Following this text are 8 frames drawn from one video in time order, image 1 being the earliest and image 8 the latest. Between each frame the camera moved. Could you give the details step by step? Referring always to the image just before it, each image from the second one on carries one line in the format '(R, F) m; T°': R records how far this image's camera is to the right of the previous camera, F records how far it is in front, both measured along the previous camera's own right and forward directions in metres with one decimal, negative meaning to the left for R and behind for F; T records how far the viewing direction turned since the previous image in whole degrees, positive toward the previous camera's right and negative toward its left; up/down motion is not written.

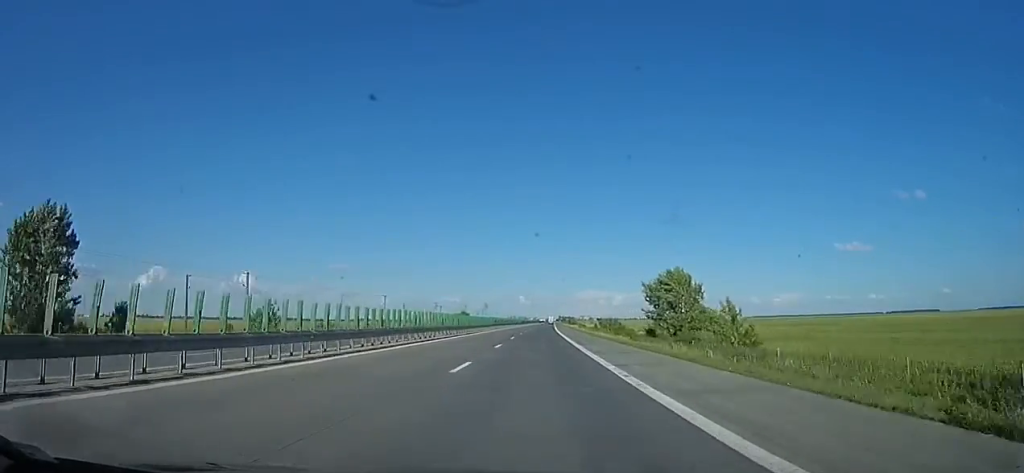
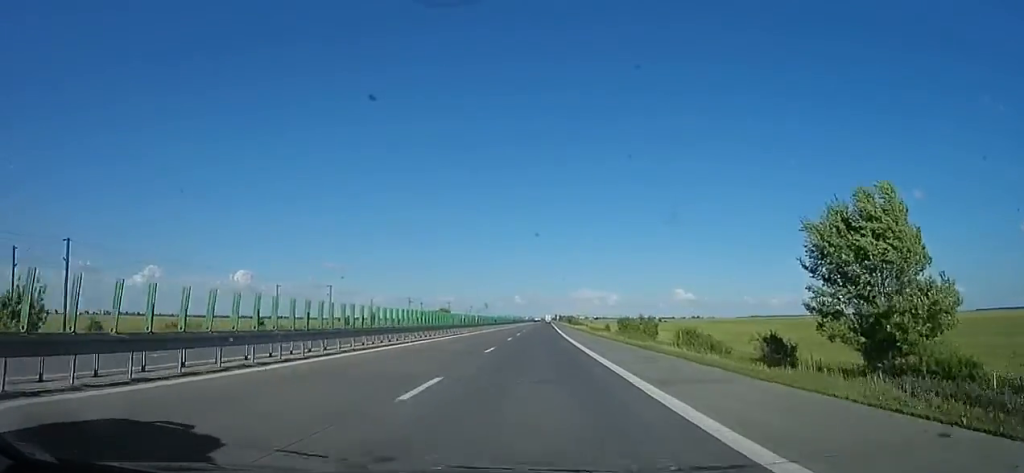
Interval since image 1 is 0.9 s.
(+1.2, +28.6) m; +2°
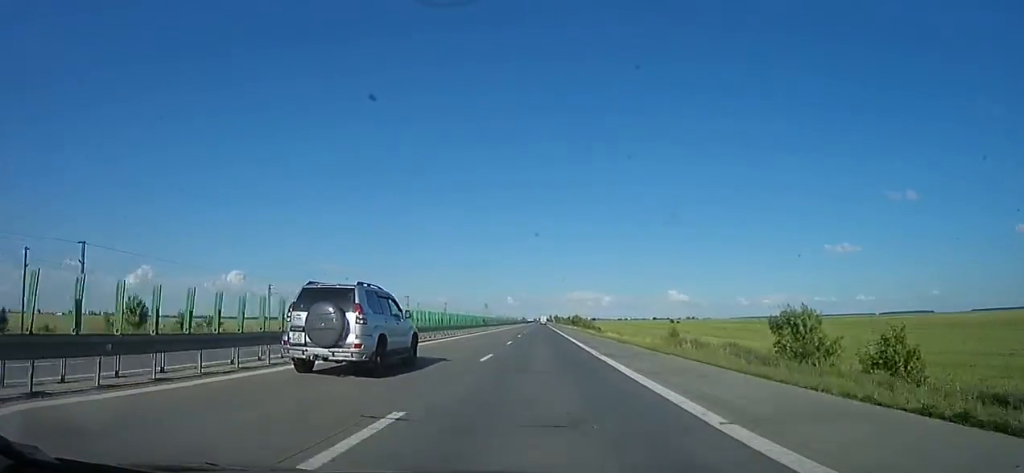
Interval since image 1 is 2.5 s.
(+0.1, +51.8) m; 0°
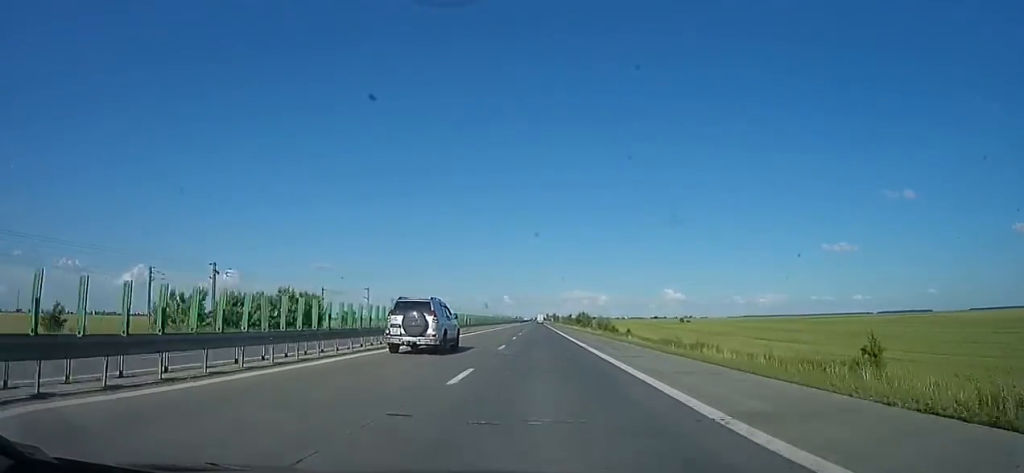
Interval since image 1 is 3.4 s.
(0.0, +29.8) m; +1°
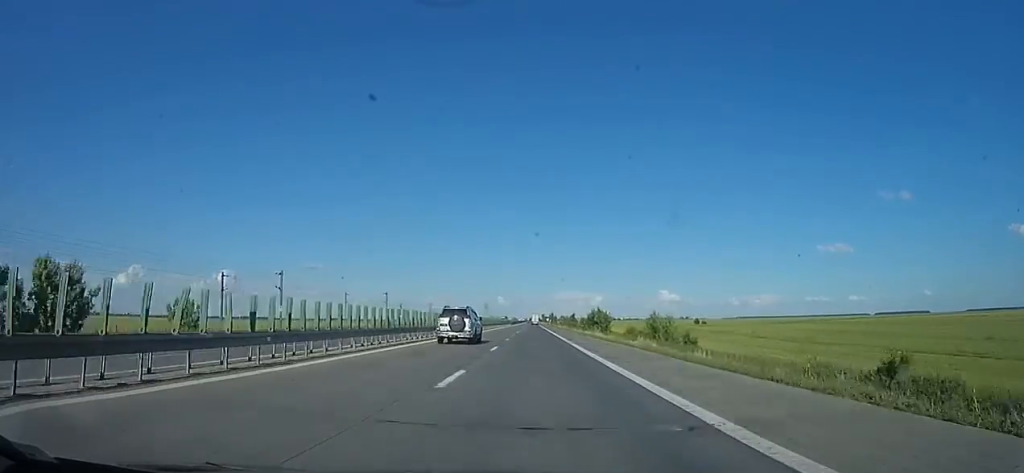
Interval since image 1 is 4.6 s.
(+1.1, +36.1) m; +1°
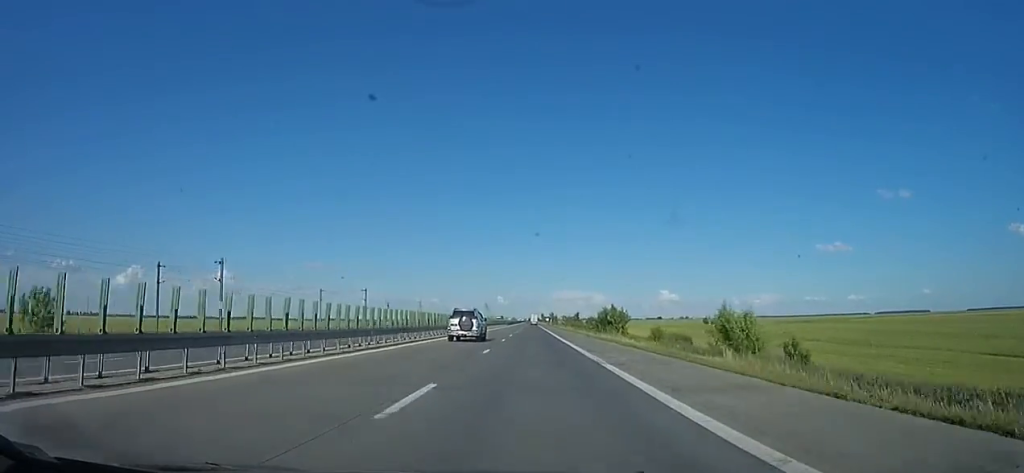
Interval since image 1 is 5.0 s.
(+0.4, +14.9) m; 0°
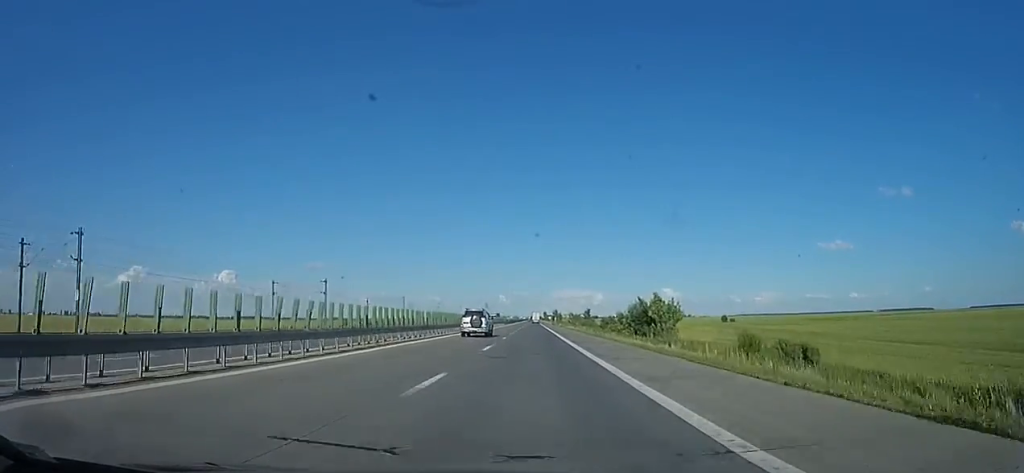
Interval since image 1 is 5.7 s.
(-0.9, +22.2) m; -2°
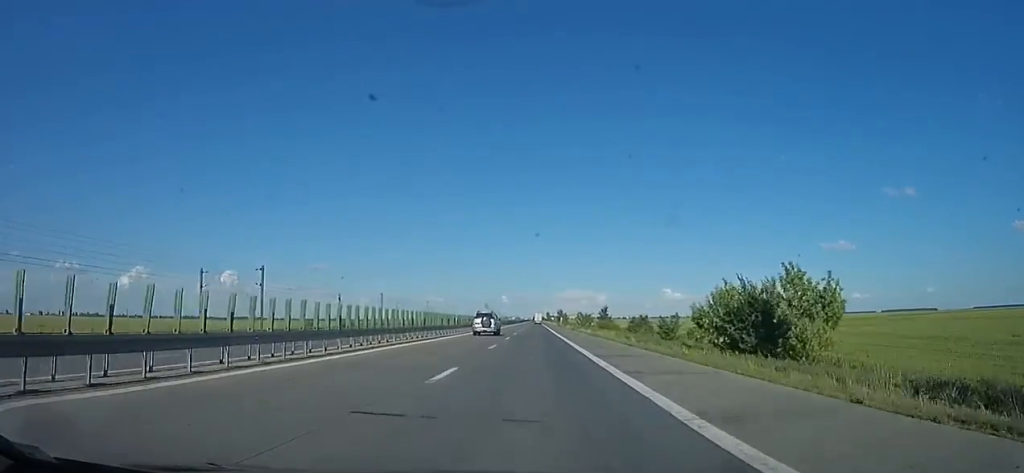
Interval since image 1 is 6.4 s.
(-0.2, +22.2) m; -1°
